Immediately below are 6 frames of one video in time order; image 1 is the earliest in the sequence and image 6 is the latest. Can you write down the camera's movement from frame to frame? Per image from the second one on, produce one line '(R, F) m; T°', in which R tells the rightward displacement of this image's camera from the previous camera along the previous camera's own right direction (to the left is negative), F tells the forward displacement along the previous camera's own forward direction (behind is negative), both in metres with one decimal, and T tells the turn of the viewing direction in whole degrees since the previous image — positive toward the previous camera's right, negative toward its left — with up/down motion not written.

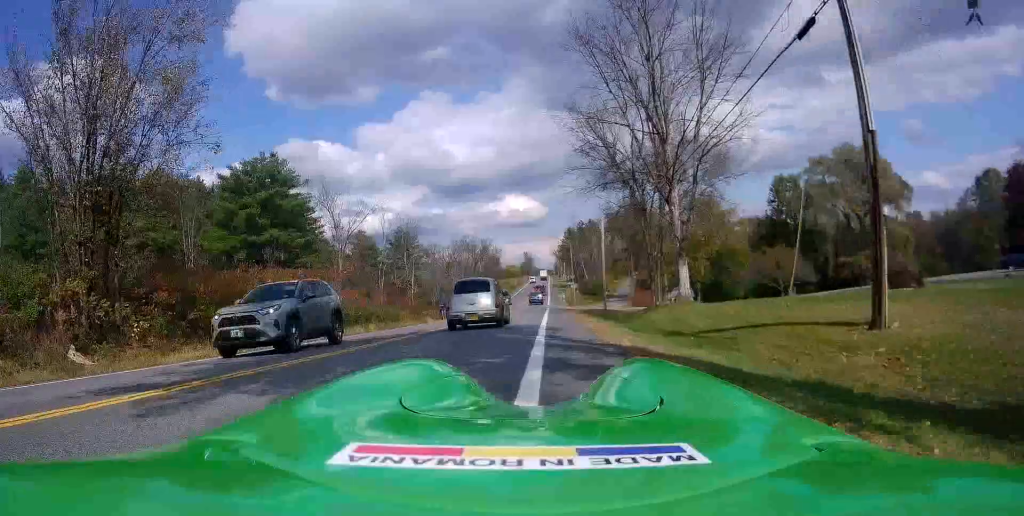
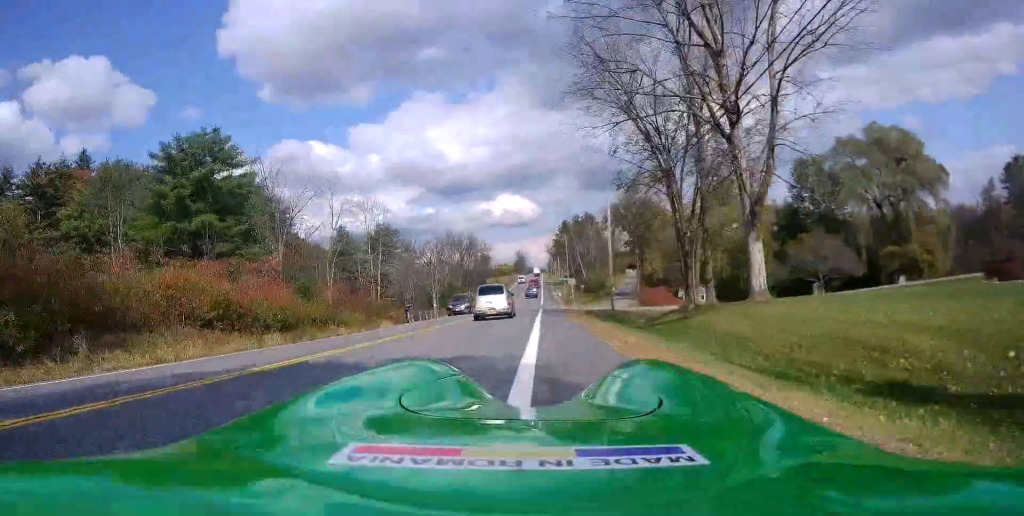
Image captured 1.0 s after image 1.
(+0.1, +10.9) m; -1°
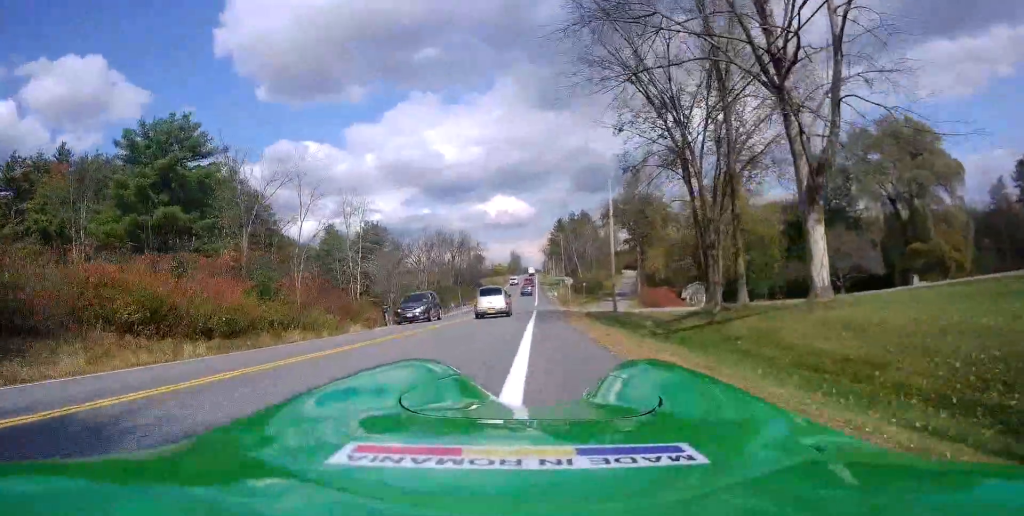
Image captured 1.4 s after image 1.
(-0.1, +4.7) m; 0°
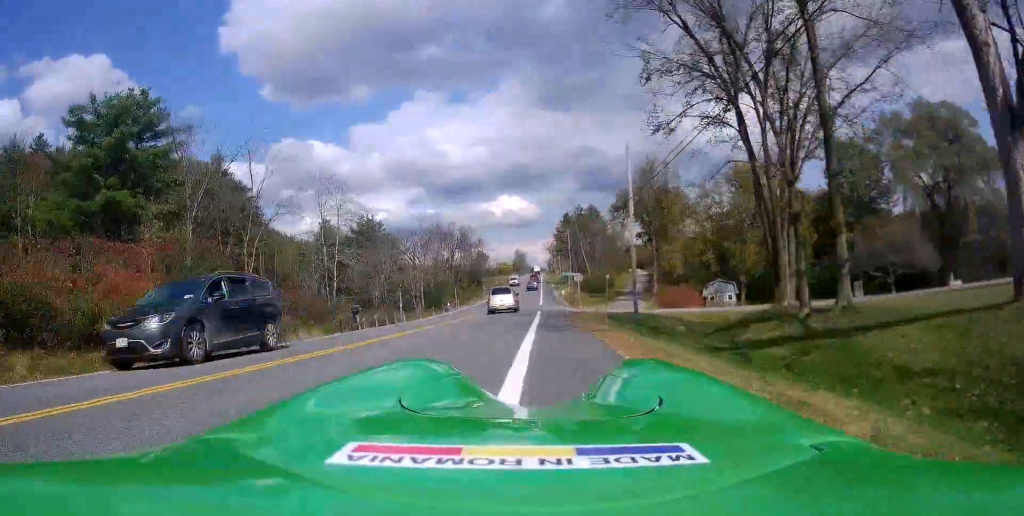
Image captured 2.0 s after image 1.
(-0.1, +6.7) m; 0°
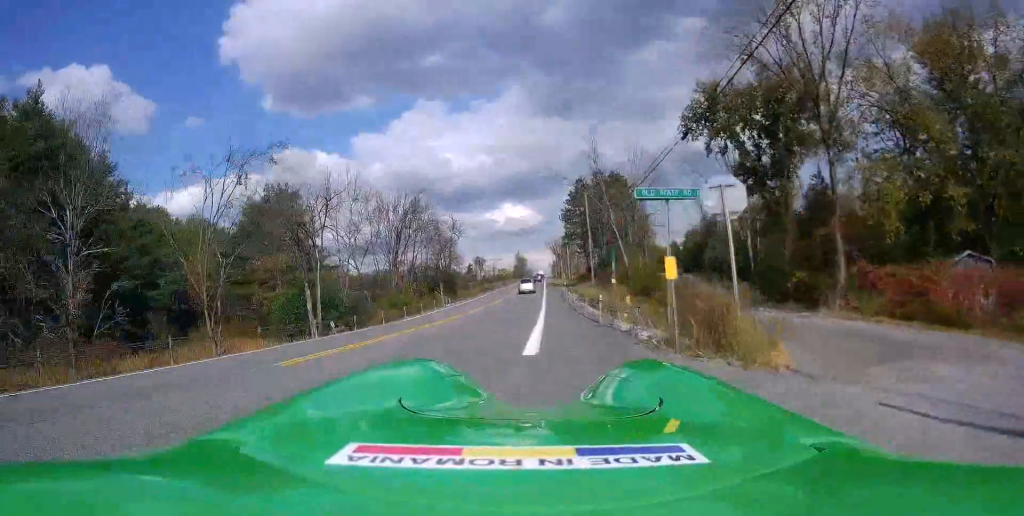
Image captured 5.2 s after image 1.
(+0.4, +40.1) m; 0°
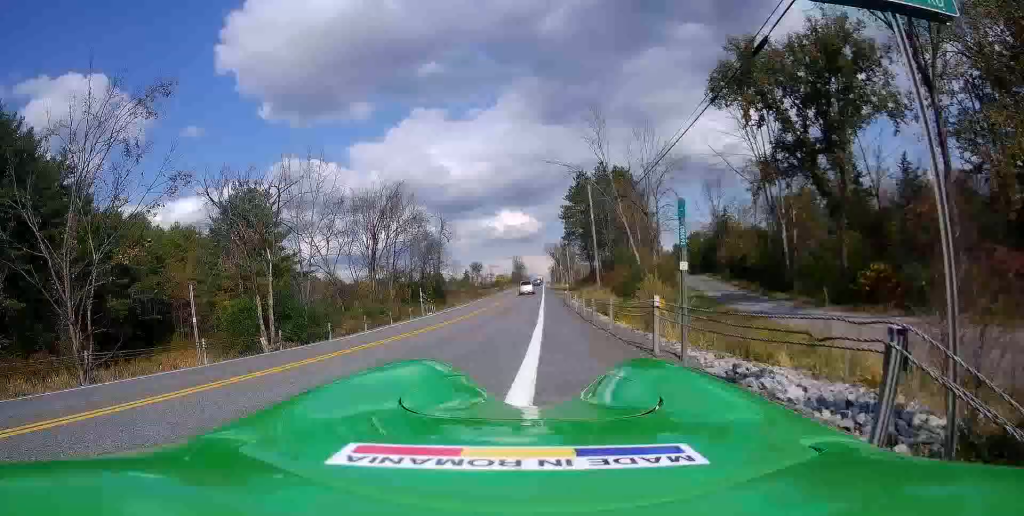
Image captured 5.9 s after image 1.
(+0.2, +7.9) m; +1°
